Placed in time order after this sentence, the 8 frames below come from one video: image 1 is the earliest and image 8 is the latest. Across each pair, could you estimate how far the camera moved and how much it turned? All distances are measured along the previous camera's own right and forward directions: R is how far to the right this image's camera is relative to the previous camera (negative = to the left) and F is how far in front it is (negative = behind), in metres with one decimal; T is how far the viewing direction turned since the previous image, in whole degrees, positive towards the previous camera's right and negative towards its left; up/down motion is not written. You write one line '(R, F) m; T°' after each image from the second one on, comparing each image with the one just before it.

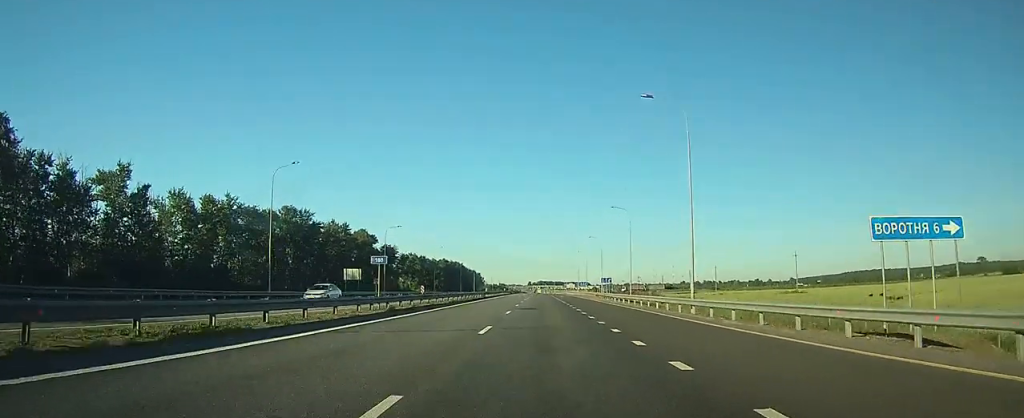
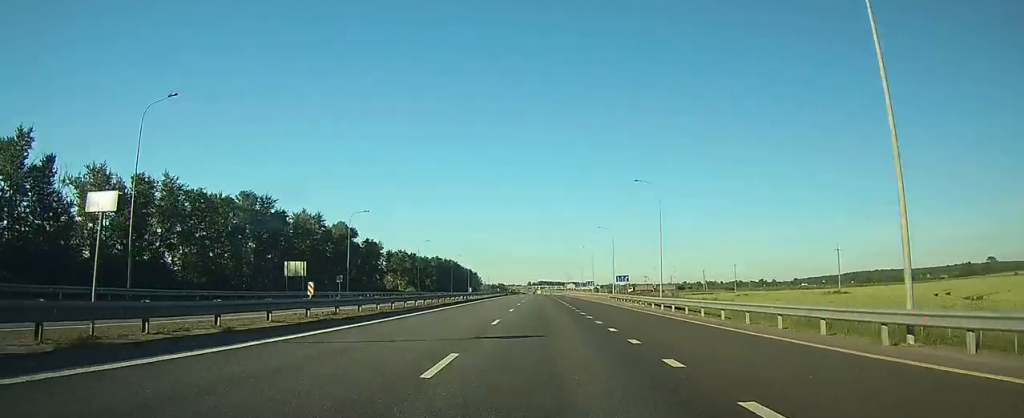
(0.0, +19.5) m; 0°
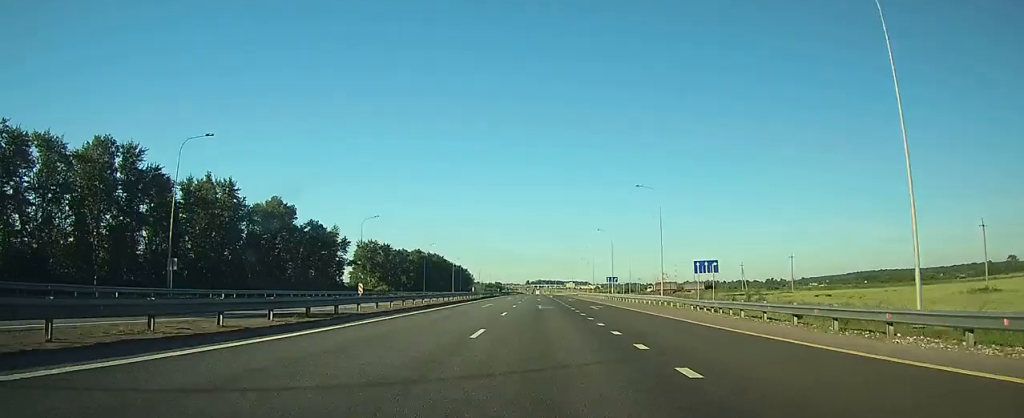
(+0.1, +41.3) m; 0°
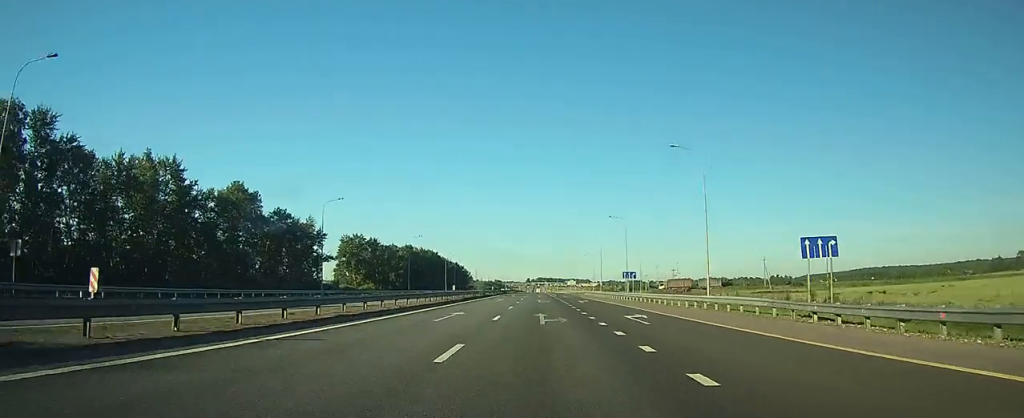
(0.0, +16.8) m; 0°
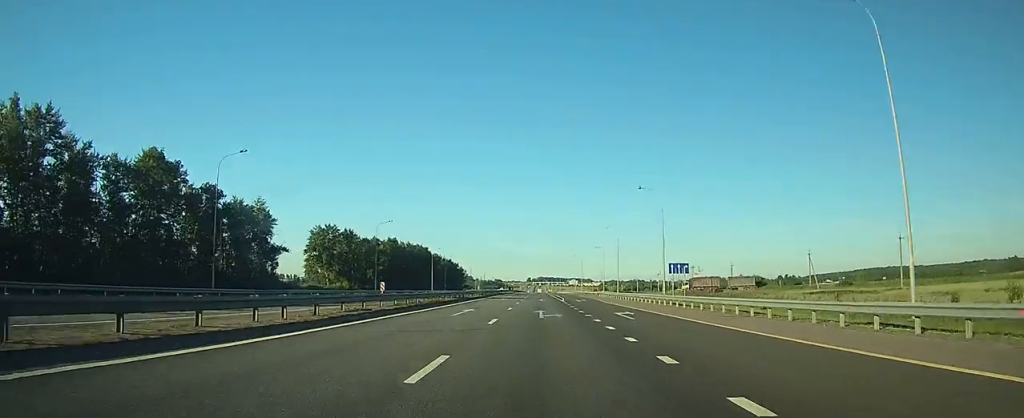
(0.0, +25.8) m; 0°
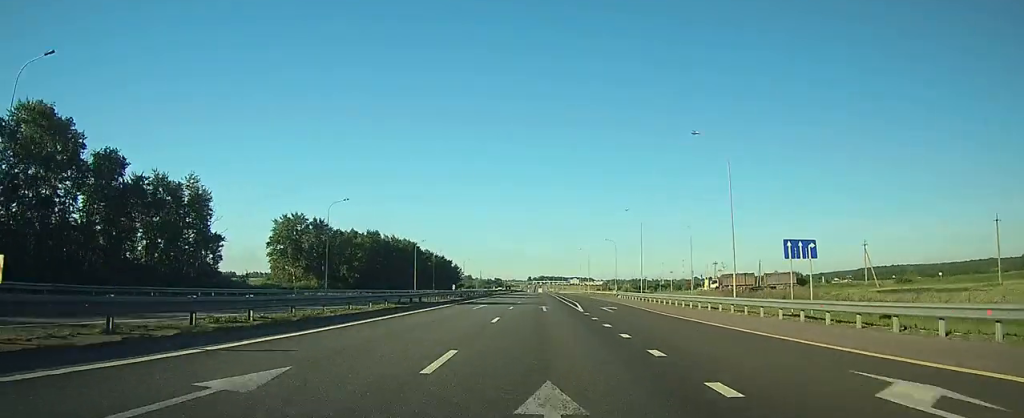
(0.0, +22.9) m; 0°
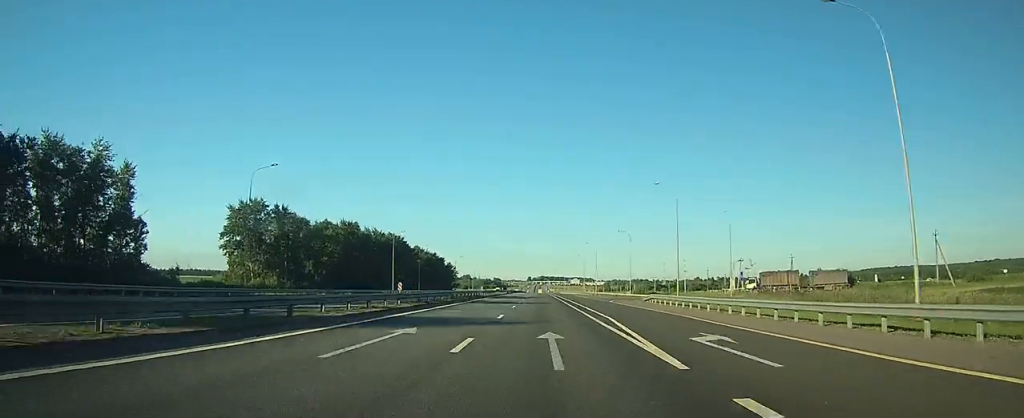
(0.0, +21.0) m; 0°
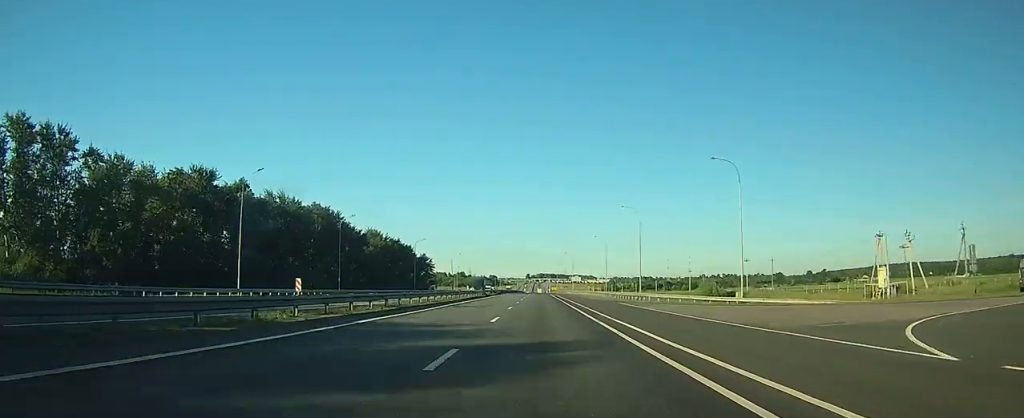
(+0.1, +61.6) m; 0°
